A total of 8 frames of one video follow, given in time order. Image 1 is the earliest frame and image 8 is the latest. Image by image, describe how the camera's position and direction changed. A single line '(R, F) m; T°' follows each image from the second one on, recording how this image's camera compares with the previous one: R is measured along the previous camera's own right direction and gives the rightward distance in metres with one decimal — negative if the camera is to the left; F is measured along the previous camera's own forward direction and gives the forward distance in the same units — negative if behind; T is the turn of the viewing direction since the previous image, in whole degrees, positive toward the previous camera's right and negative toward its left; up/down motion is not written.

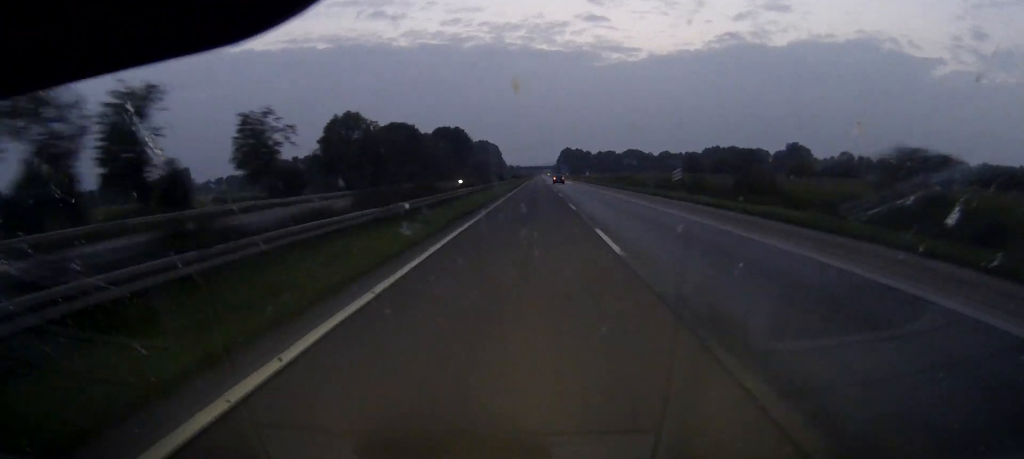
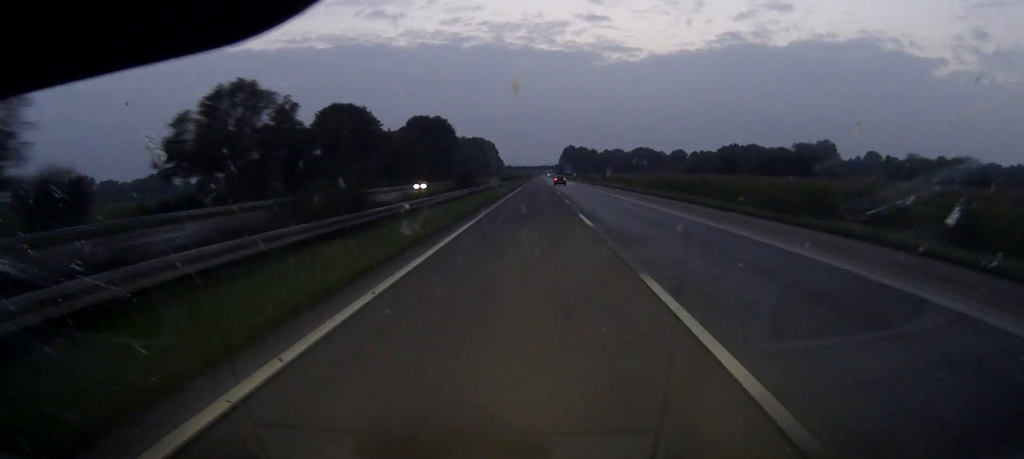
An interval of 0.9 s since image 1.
(0.0, +45.6) m; 0°
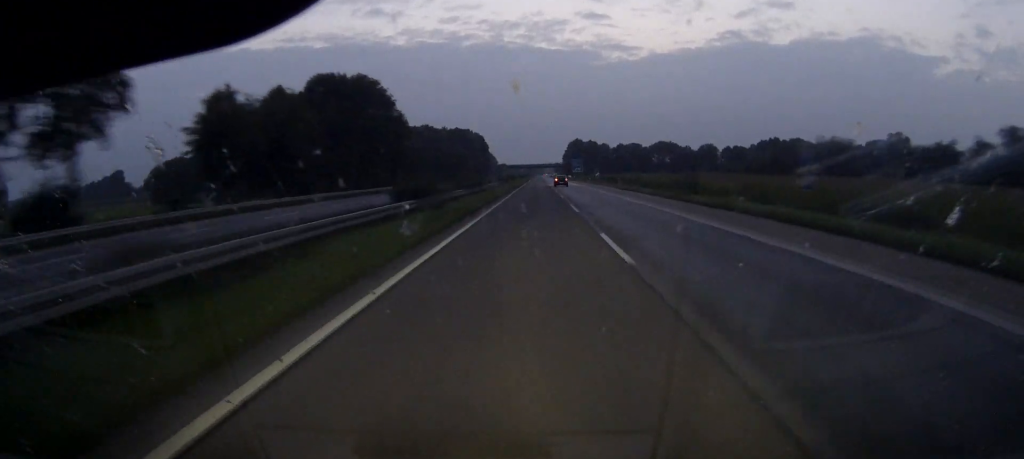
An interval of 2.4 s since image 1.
(-0.1, +80.9) m; 0°
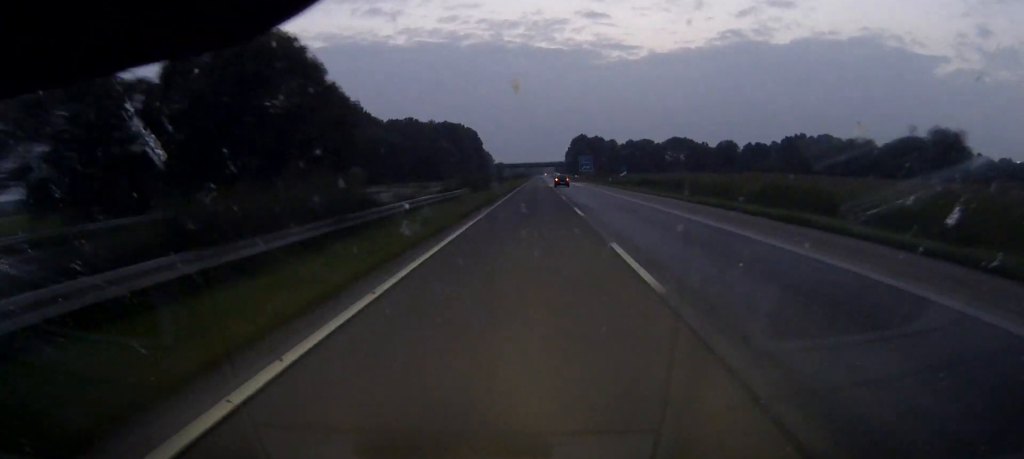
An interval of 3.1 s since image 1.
(0.0, +38.9) m; 0°
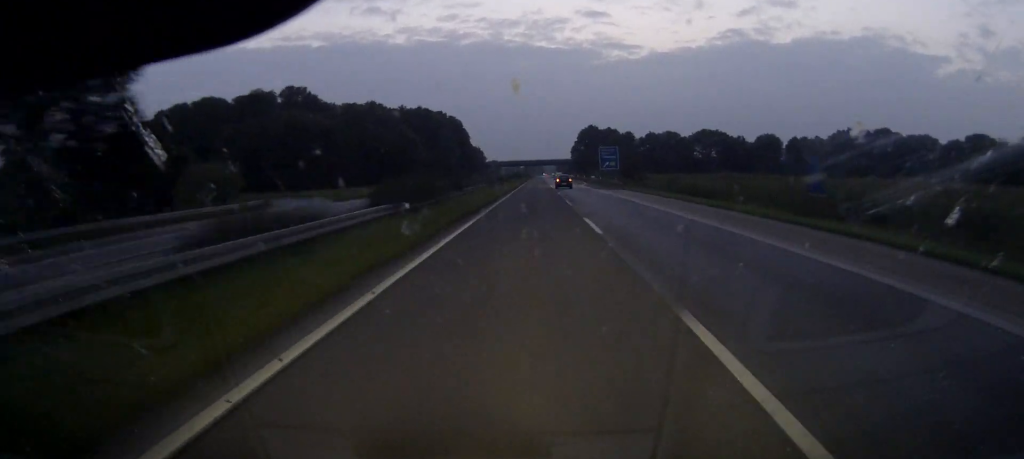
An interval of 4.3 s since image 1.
(+0.1, +62.2) m; 0°
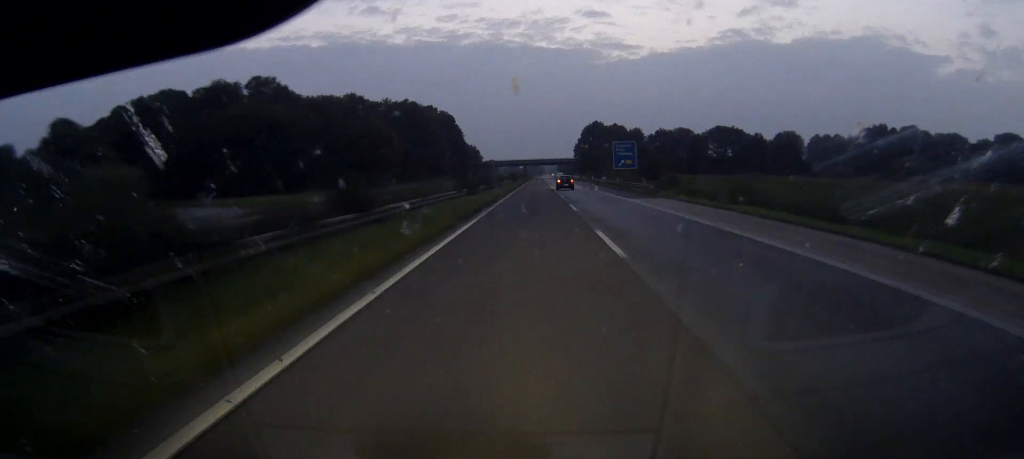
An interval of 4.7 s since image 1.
(0.0, +23.1) m; 0°
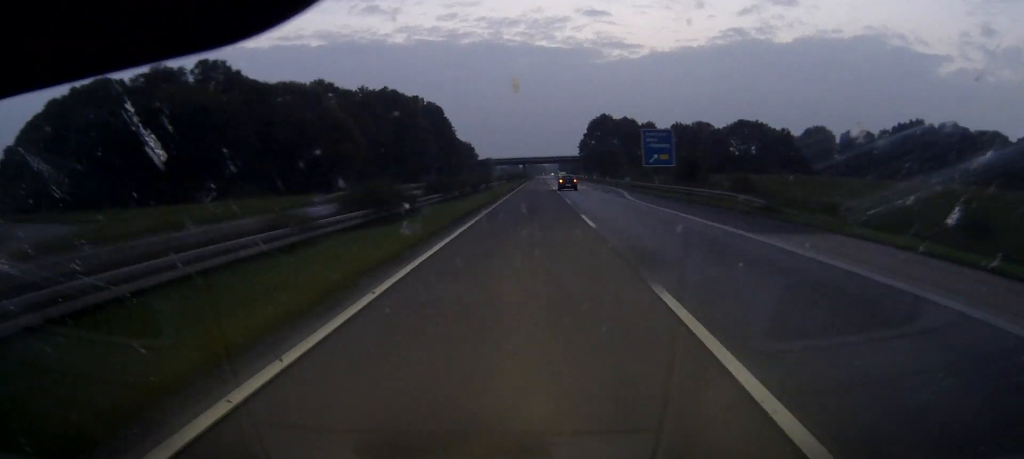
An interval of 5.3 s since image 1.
(0.0, +28.5) m; 0°
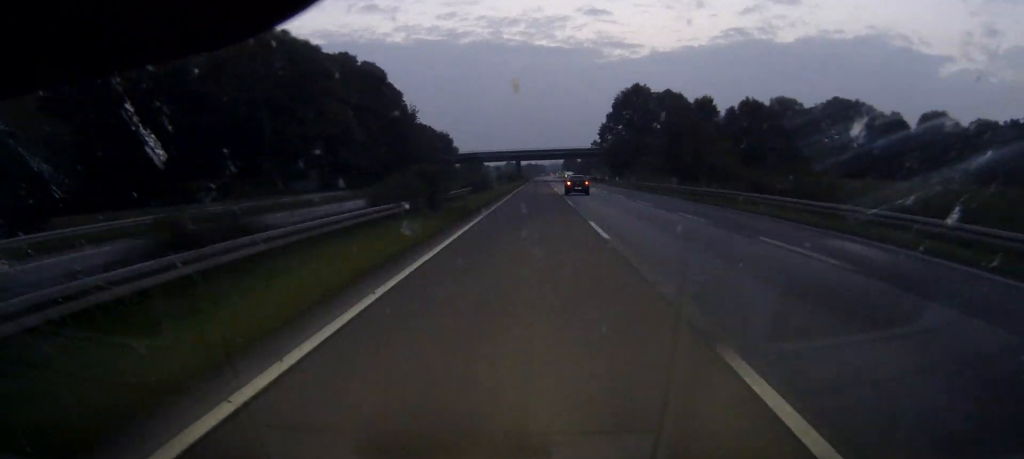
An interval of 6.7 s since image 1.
(-0.1, +76.9) m; 0°
